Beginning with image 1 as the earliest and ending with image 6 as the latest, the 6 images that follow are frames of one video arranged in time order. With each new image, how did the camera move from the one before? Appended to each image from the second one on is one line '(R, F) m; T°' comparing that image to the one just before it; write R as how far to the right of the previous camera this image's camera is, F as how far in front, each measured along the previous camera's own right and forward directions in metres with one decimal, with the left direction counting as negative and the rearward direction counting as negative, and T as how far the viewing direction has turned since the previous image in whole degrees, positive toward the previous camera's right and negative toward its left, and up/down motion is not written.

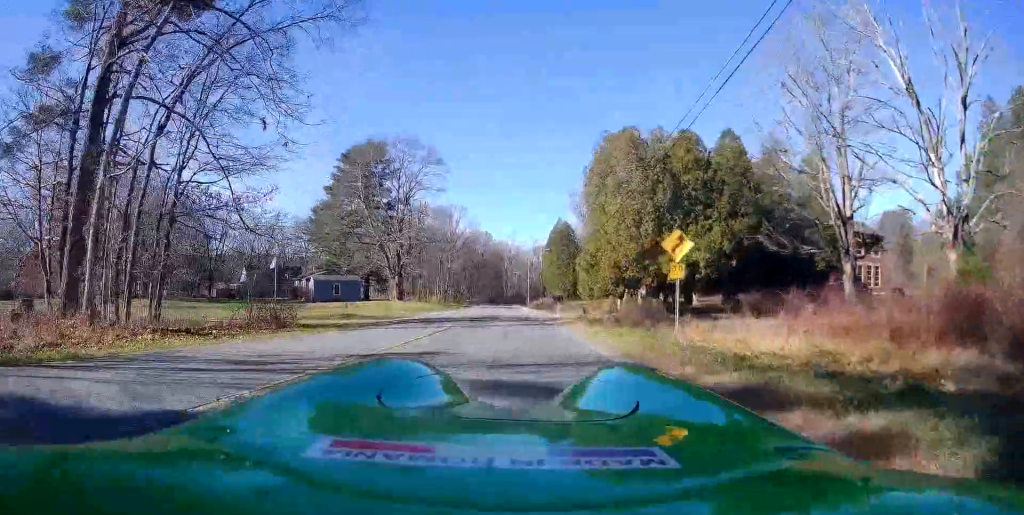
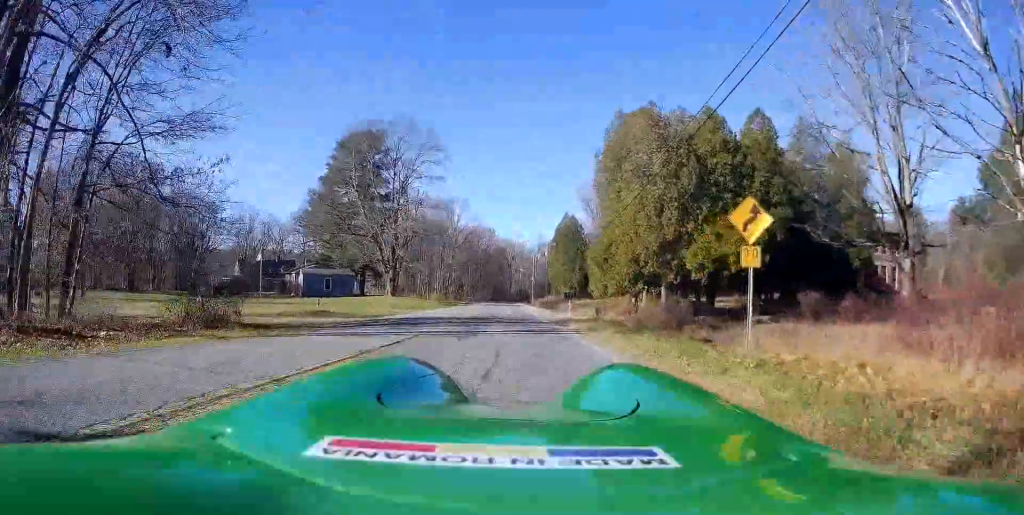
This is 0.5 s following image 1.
(-0.3, +5.3) m; -5°
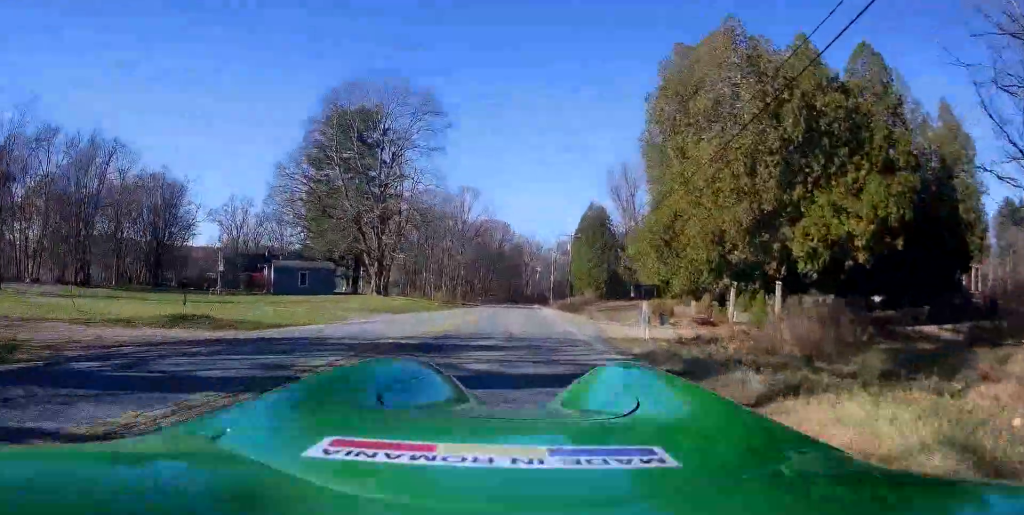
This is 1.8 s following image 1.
(-0.1, +14.3) m; +3°
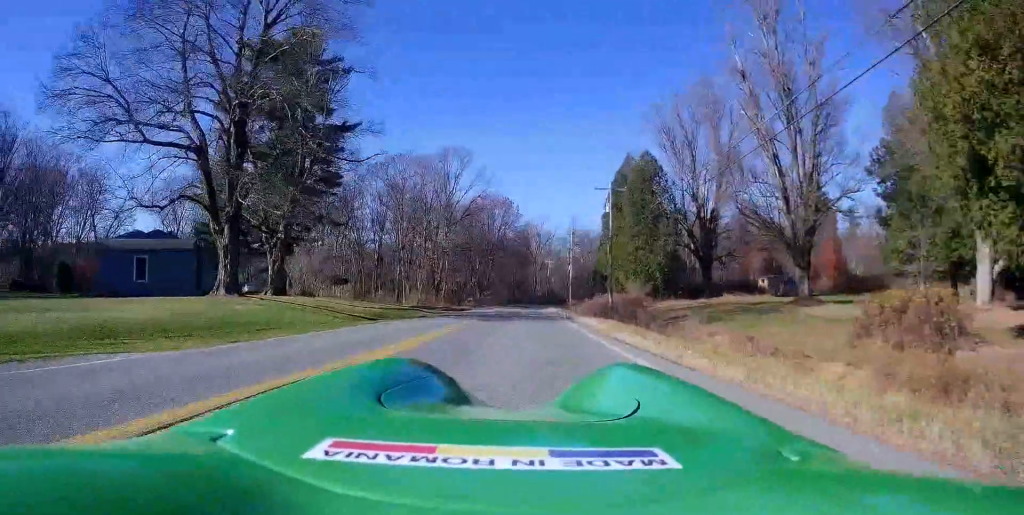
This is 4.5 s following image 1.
(+1.6, +30.2) m; +2°
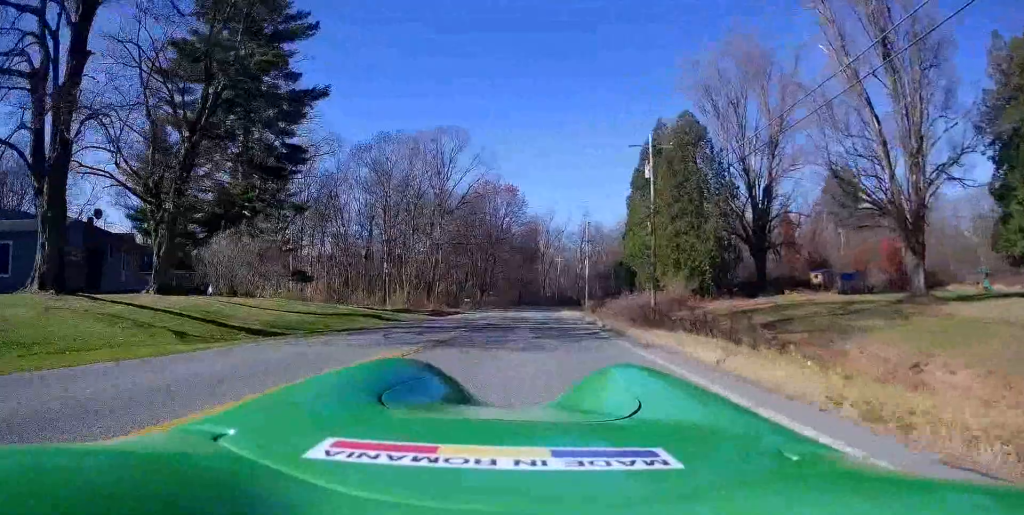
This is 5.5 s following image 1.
(-0.1, +13.7) m; -1°
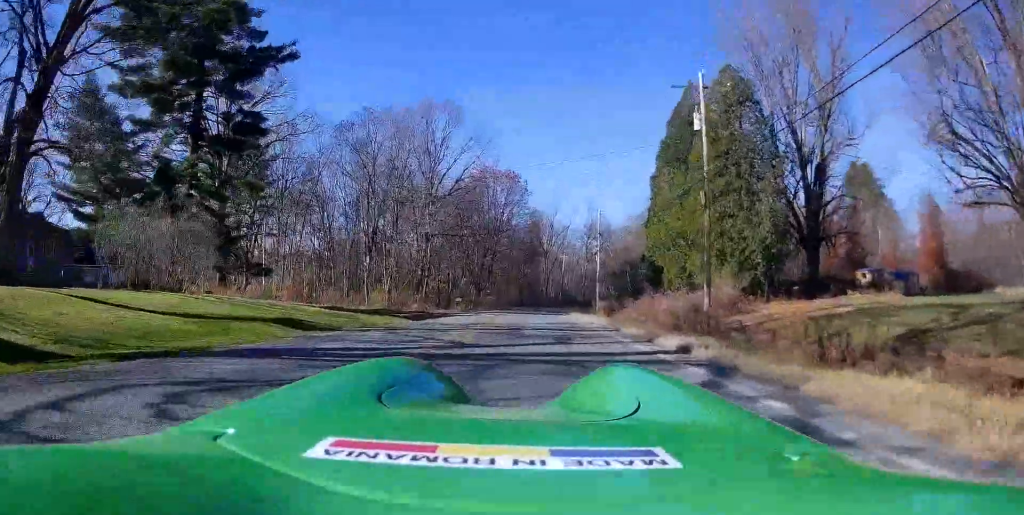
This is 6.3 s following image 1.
(0.0, +9.6) m; 0°
